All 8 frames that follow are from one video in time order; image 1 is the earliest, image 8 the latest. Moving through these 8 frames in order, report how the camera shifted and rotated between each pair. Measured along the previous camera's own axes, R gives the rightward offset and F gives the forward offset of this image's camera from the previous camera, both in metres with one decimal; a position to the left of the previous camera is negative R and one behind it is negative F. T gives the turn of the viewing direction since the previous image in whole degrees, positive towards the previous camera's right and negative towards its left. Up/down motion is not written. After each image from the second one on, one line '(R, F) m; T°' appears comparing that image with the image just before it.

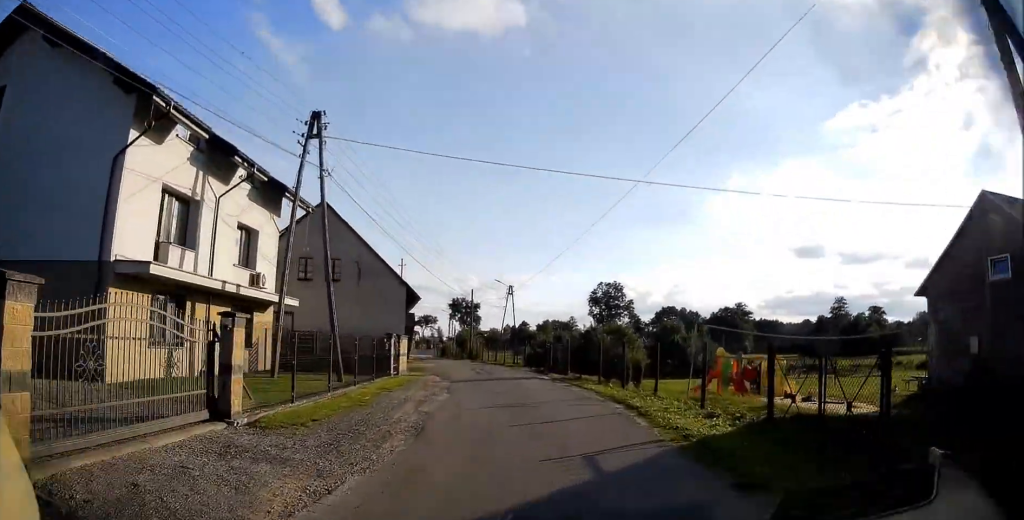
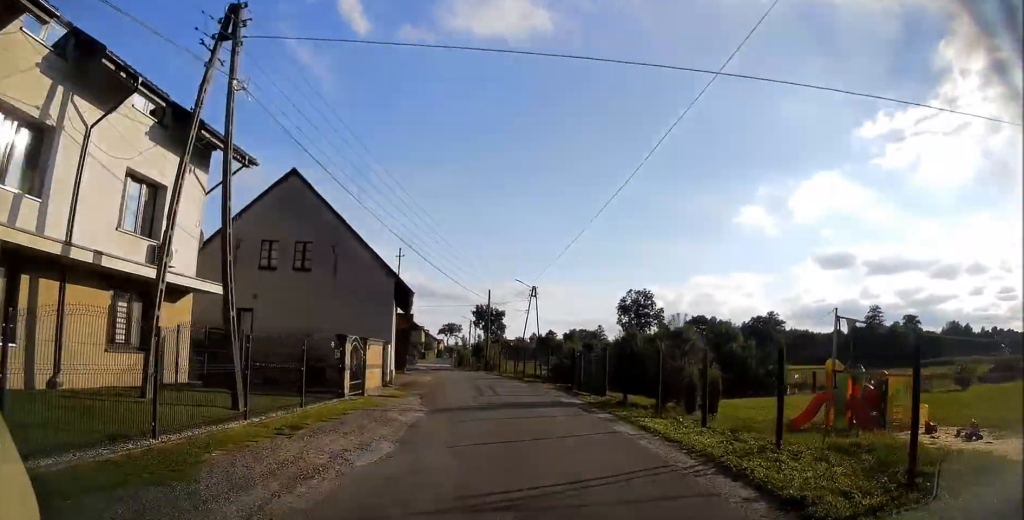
(-0.2, +7.4) m; -3°
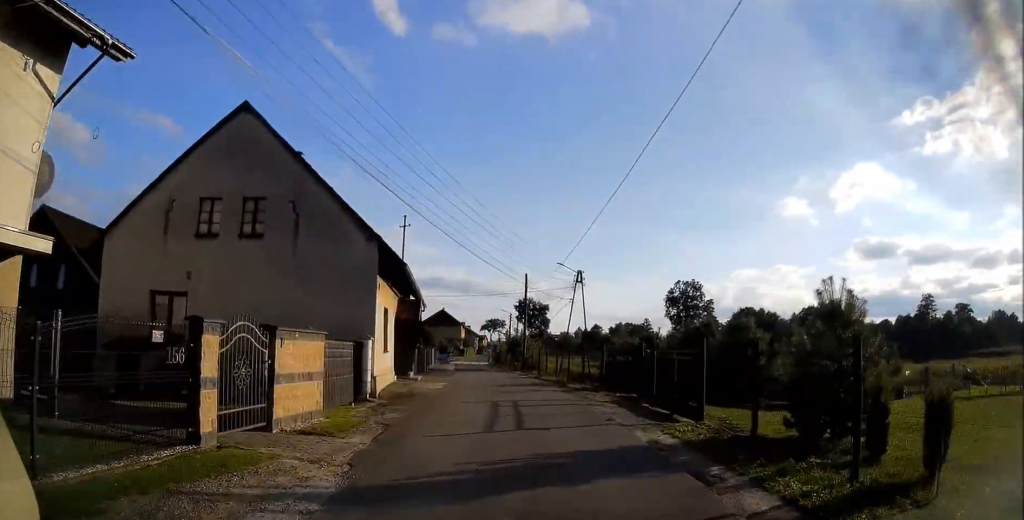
(-0.2, +8.0) m; -3°
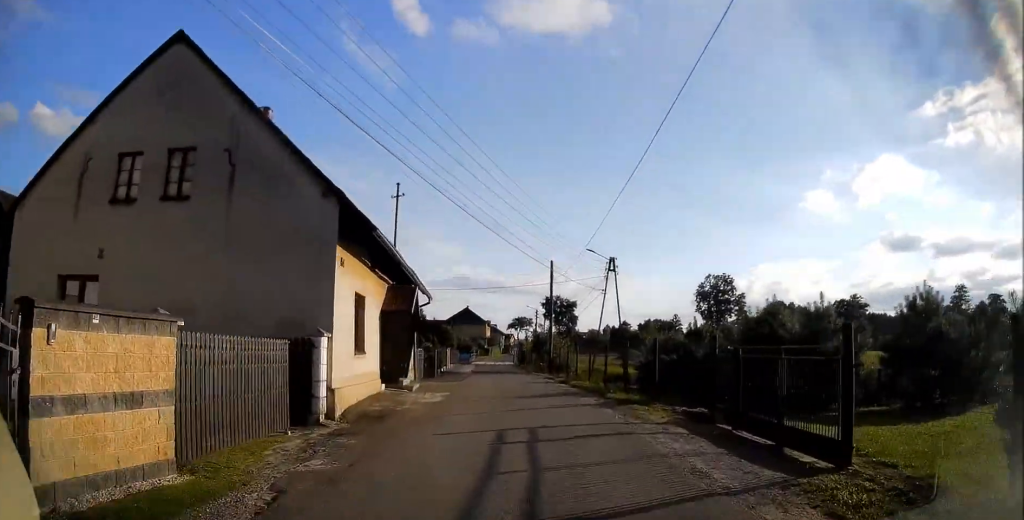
(-0.1, +5.3) m; -2°
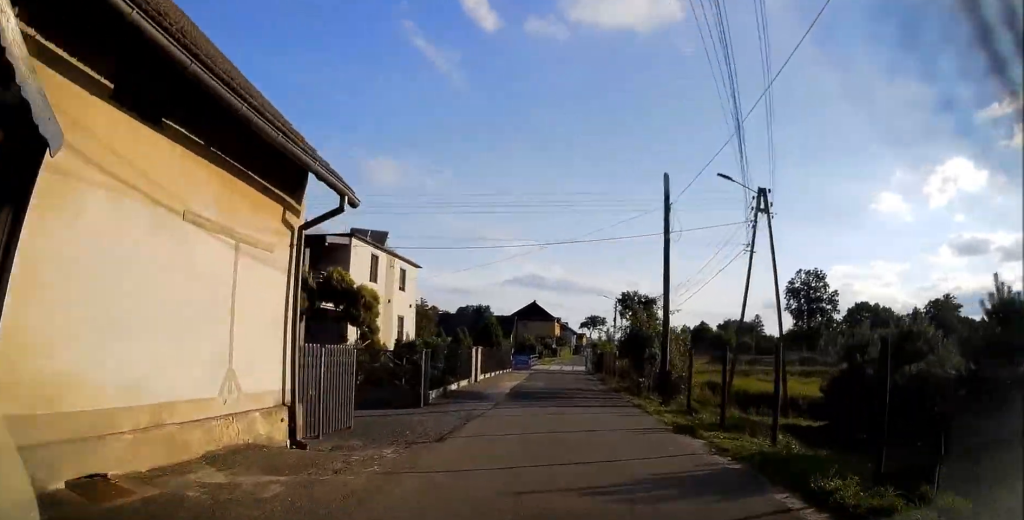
(-1.1, +17.9) m; -5°
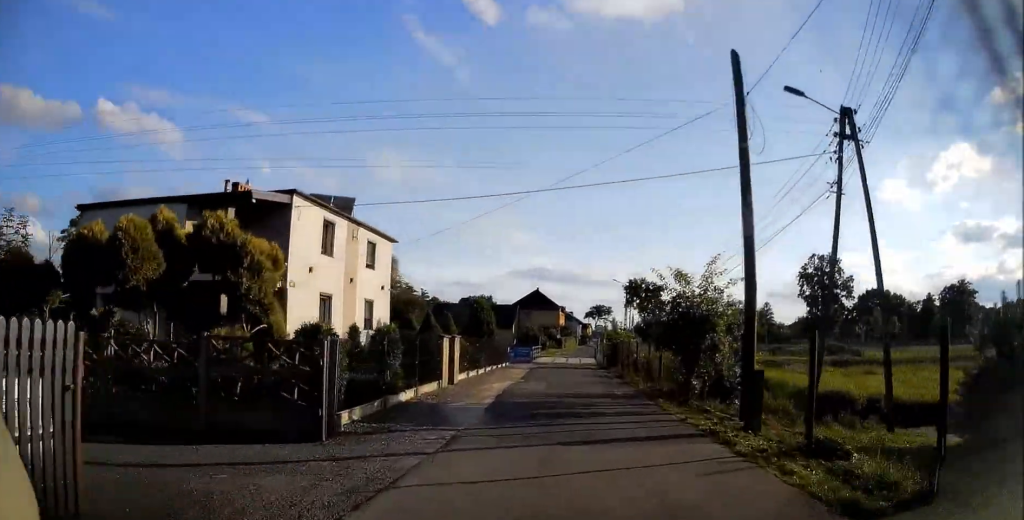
(-0.1, +7.1) m; 0°
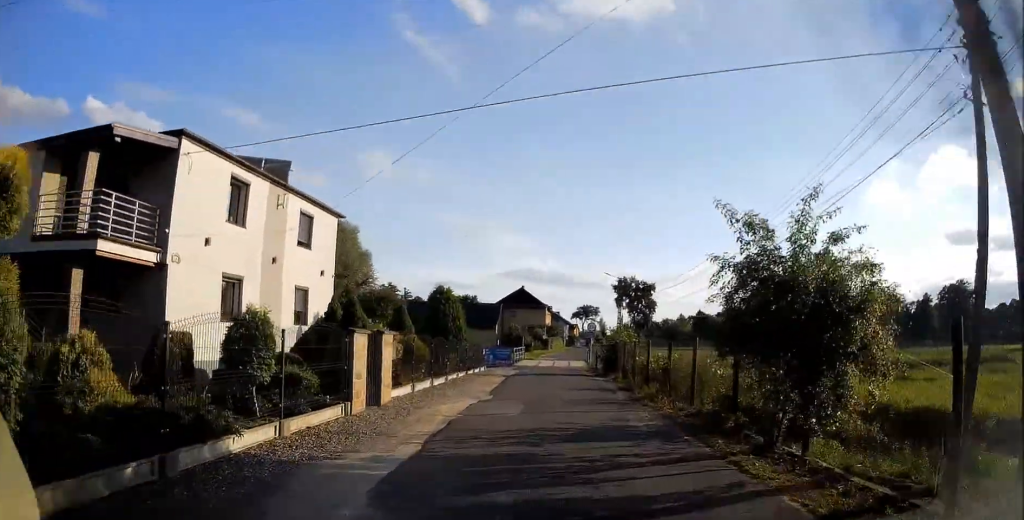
(+0.1, +6.5) m; -1°
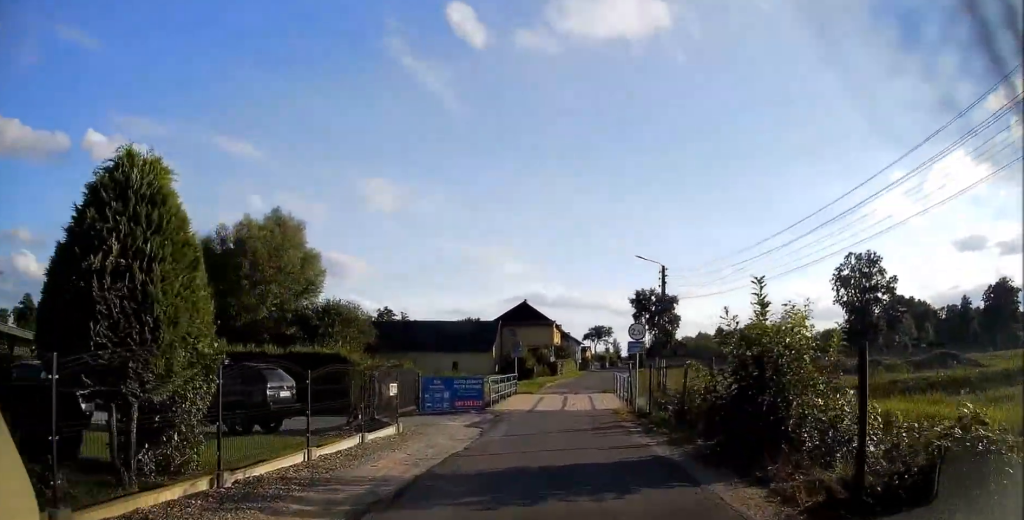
(+0.1, +19.2) m; +1°
